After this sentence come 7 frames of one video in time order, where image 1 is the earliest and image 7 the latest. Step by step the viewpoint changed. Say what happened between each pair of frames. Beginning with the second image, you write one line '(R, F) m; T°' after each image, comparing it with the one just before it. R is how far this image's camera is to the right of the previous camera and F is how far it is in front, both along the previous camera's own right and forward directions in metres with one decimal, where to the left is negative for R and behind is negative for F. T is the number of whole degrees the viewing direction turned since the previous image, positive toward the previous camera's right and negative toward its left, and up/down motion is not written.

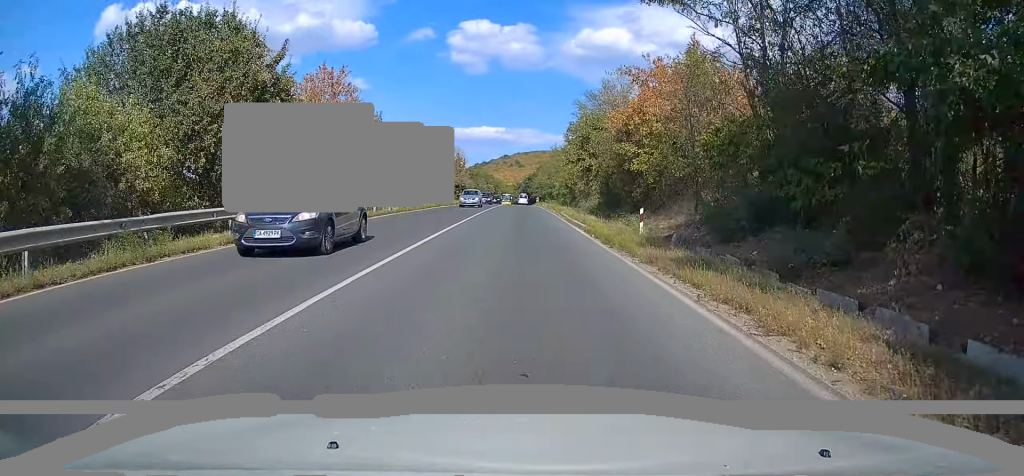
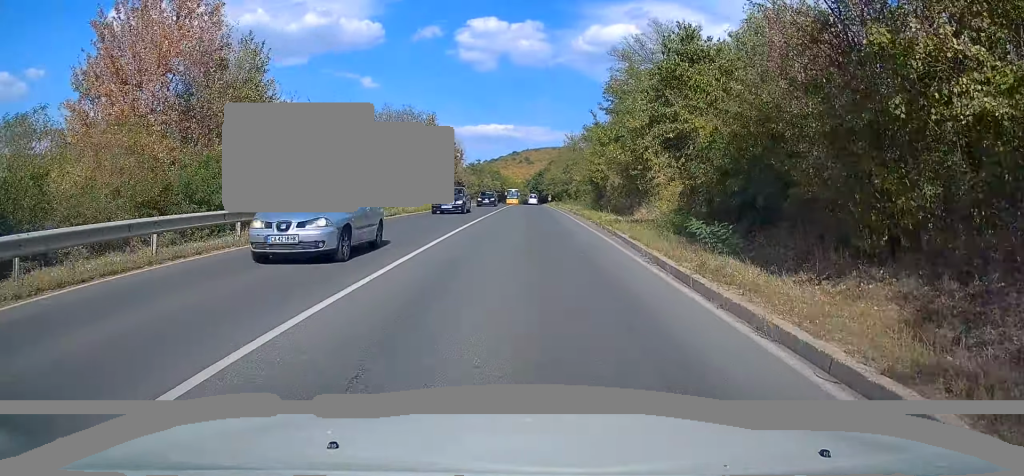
(+0.2, +20.4) m; -1°
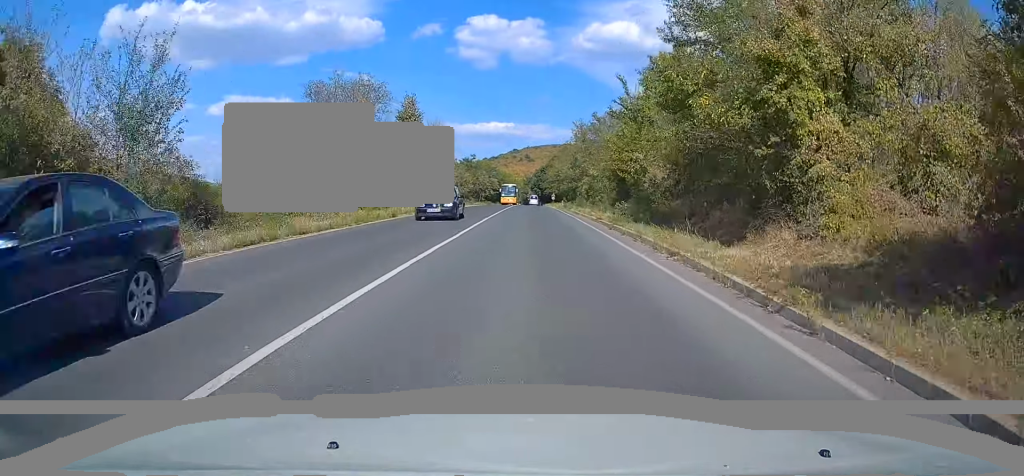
(-0.2, +16.6) m; 0°
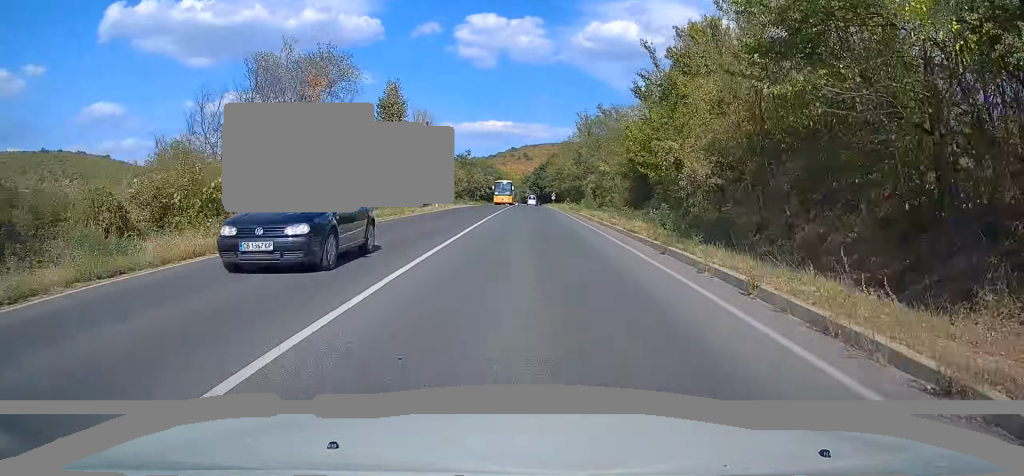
(-0.4, +9.1) m; 0°
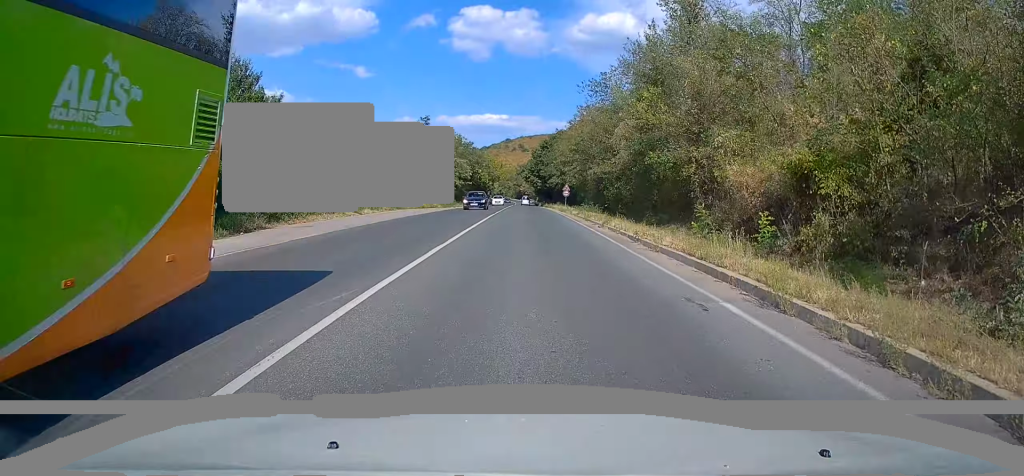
(-0.2, +51.3) m; -1°
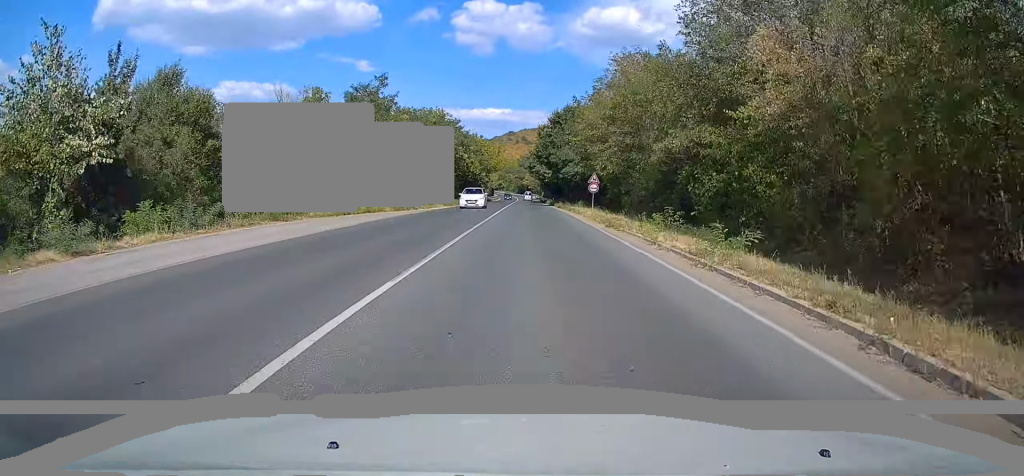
(+0.6, +26.7) m; +1°
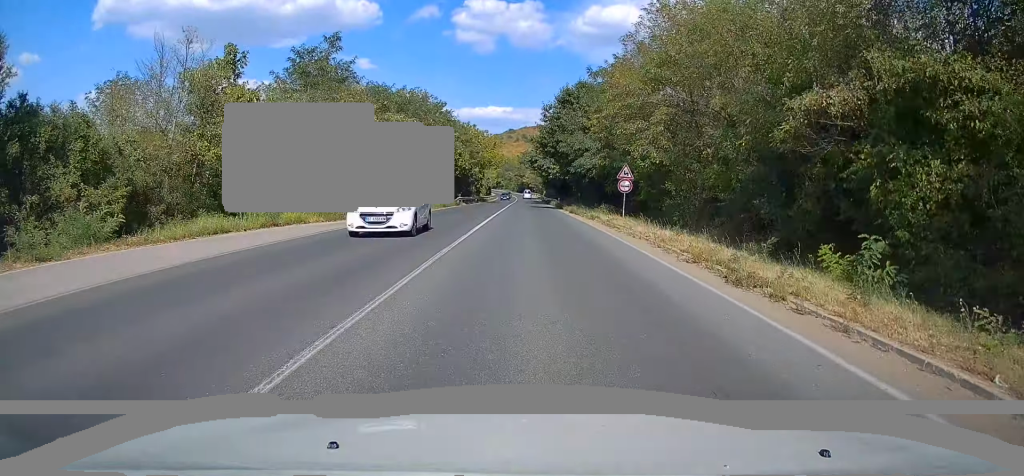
(0.0, +14.6) m; 0°
